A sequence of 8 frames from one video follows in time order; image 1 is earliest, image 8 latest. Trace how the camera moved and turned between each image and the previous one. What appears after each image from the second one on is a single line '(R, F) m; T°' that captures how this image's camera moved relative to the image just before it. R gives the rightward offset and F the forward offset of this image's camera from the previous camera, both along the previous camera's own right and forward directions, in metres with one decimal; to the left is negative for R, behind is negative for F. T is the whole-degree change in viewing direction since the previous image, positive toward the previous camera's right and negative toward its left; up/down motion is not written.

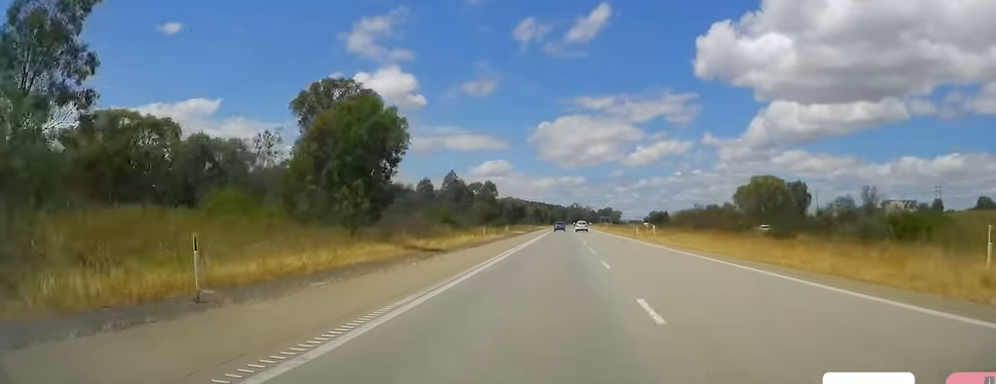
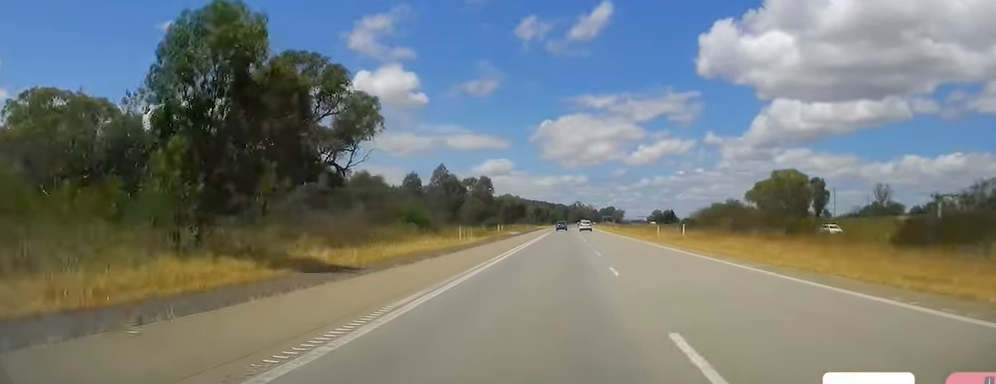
(-0.1, +15.3) m; 0°
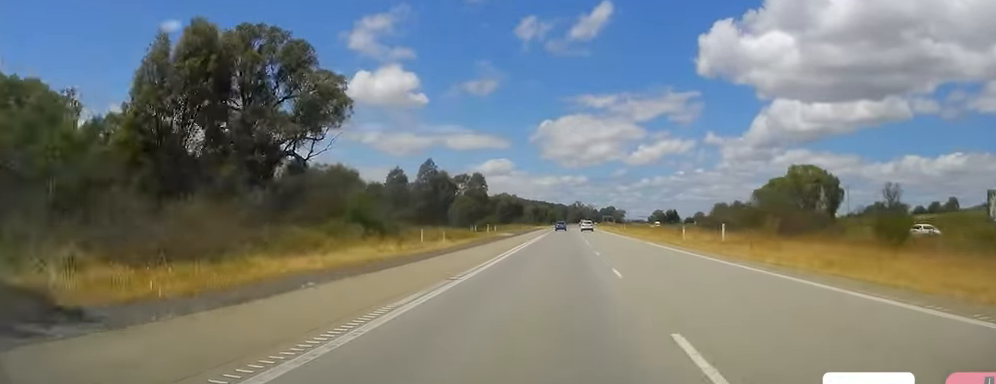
(0.0, +12.4) m; 0°
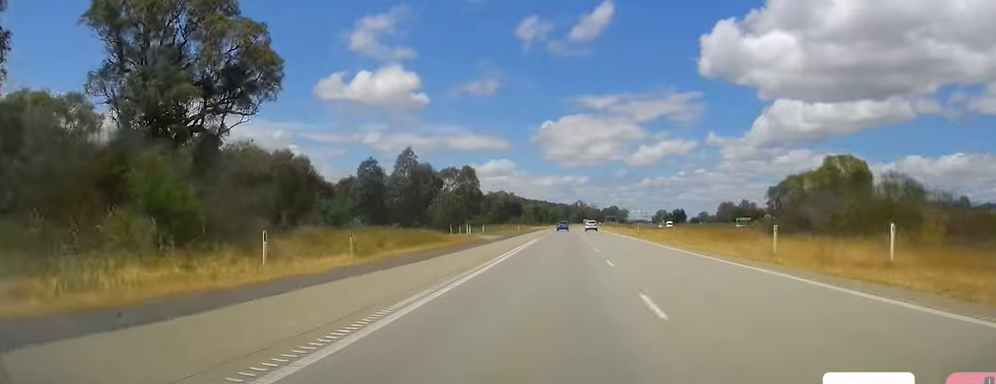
(0.0, +19.1) m; 0°
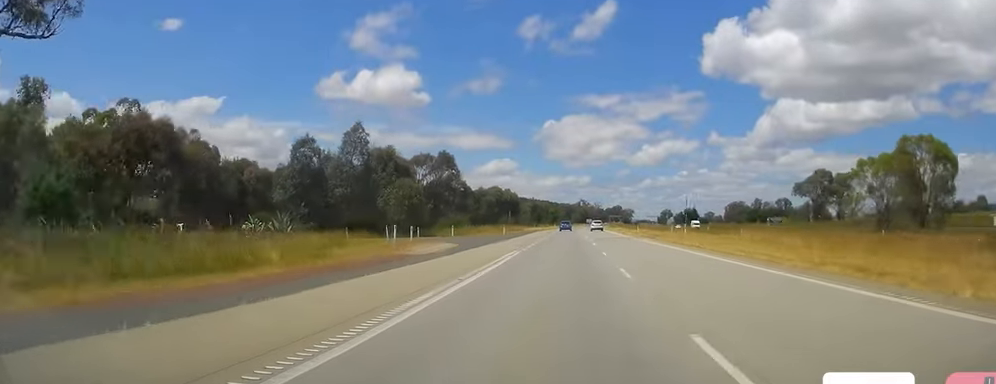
(0.0, +28.5) m; -1°
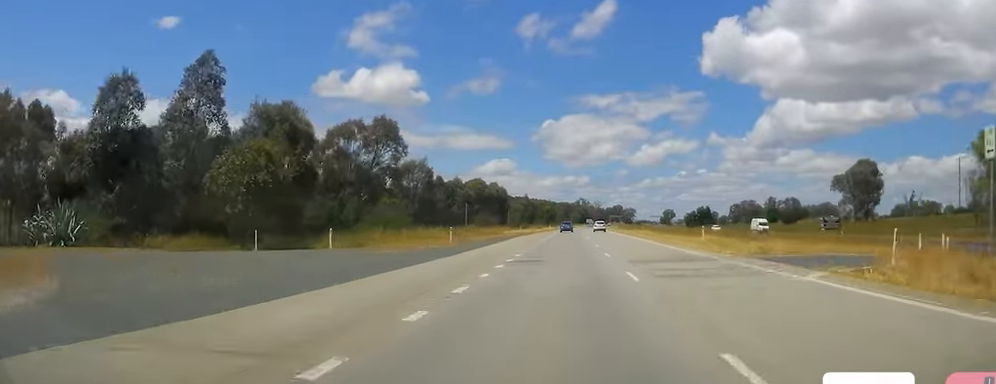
(-0.3, +37.0) m; +1°
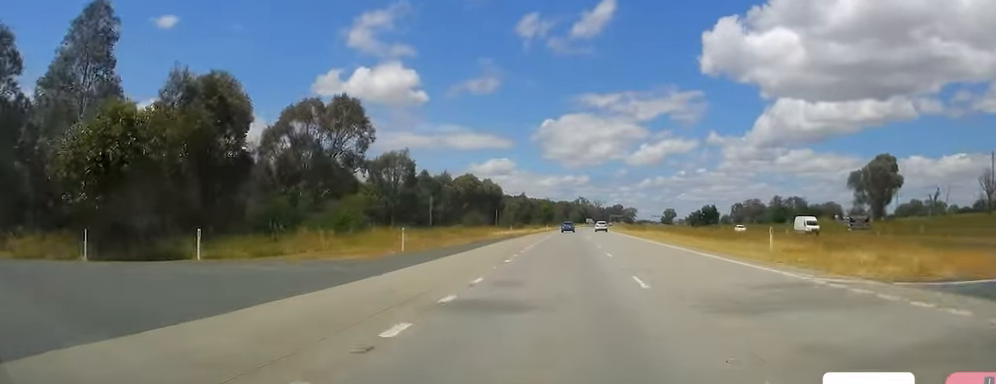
(+0.4, +13.2) m; +1°
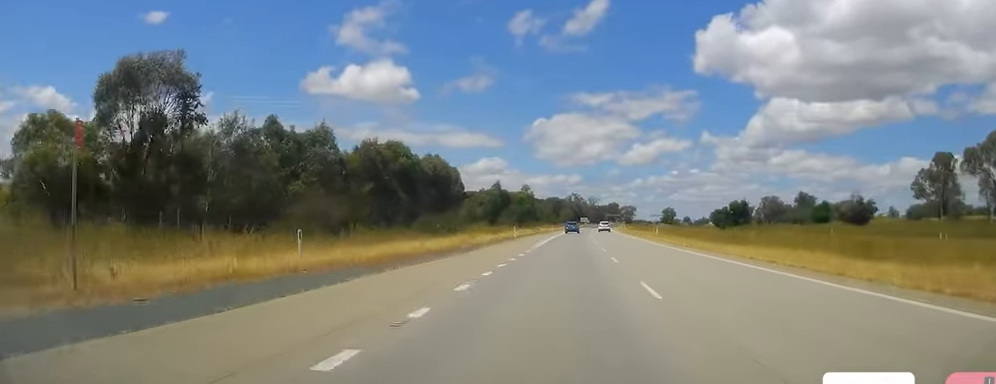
(0.0, +62.1) m; 0°
